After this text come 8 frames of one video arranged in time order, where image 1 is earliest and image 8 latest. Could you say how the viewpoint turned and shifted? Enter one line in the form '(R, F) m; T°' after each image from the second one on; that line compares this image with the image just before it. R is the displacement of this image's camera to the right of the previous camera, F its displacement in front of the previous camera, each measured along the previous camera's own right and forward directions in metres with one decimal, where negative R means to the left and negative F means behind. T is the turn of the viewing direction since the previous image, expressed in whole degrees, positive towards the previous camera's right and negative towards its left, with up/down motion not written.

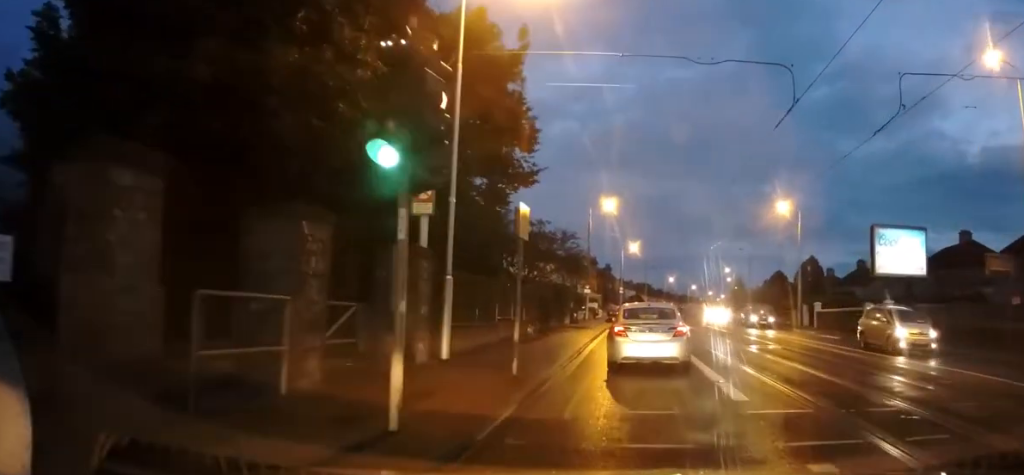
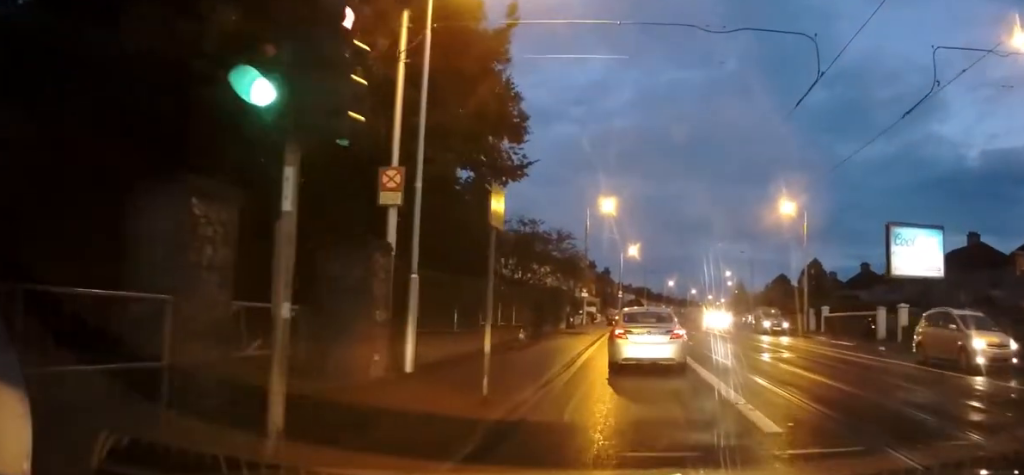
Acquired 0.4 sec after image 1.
(+0.1, +1.1) m; 0°
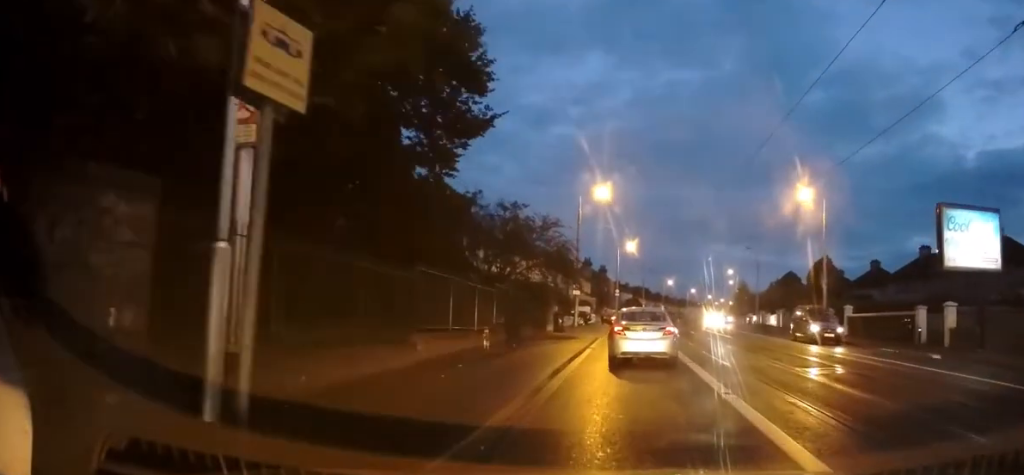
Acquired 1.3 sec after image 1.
(0.0, +3.9) m; 0°
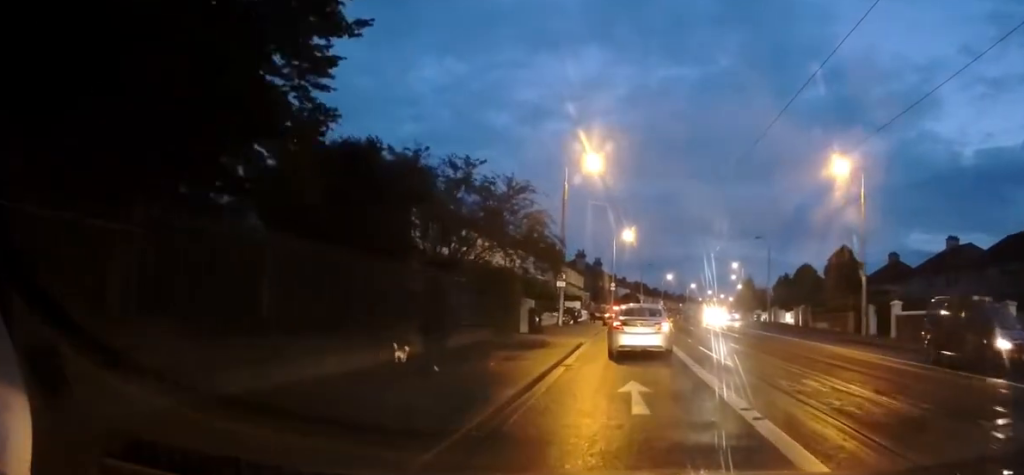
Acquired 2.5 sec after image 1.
(0.0, +8.2) m; -1°
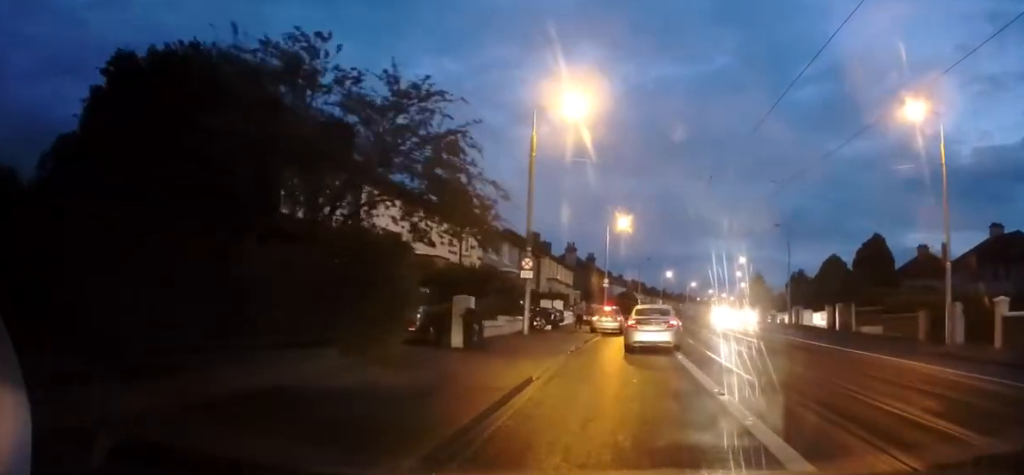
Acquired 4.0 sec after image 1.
(-0.1, +11.7) m; 0°
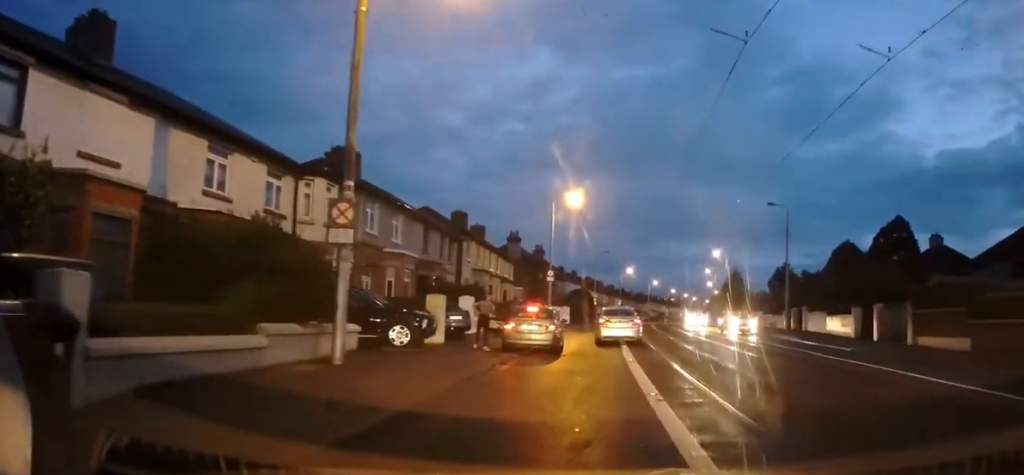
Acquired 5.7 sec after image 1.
(+1.0, +14.3) m; +6°
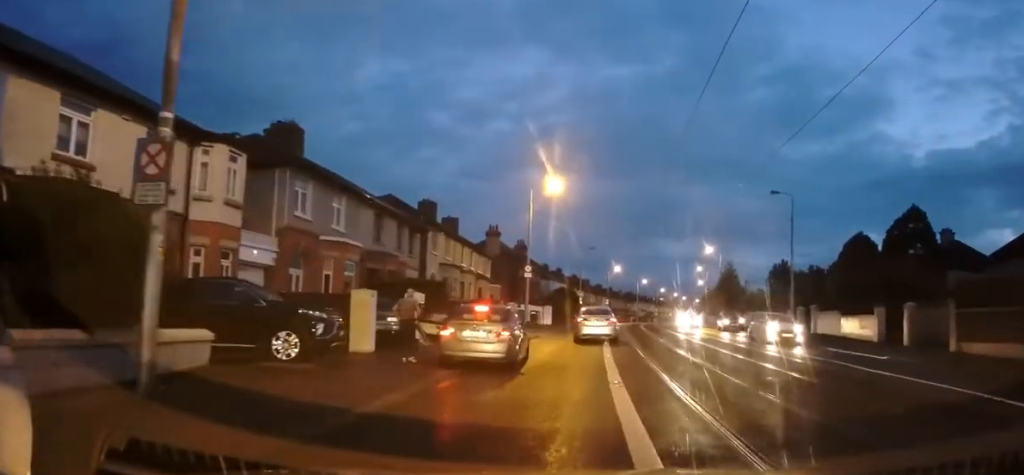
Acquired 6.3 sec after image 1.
(0.0, +5.1) m; 0°
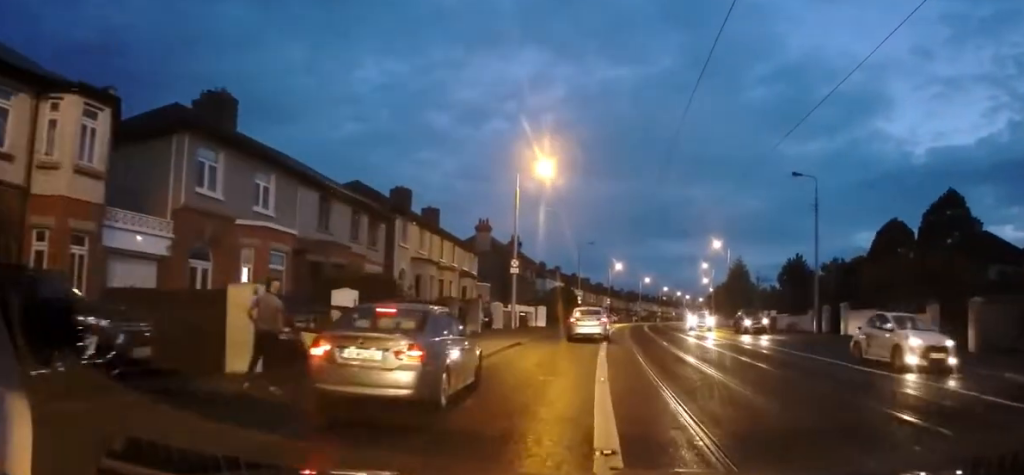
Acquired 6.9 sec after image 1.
(-0.1, +5.5) m; -1°
